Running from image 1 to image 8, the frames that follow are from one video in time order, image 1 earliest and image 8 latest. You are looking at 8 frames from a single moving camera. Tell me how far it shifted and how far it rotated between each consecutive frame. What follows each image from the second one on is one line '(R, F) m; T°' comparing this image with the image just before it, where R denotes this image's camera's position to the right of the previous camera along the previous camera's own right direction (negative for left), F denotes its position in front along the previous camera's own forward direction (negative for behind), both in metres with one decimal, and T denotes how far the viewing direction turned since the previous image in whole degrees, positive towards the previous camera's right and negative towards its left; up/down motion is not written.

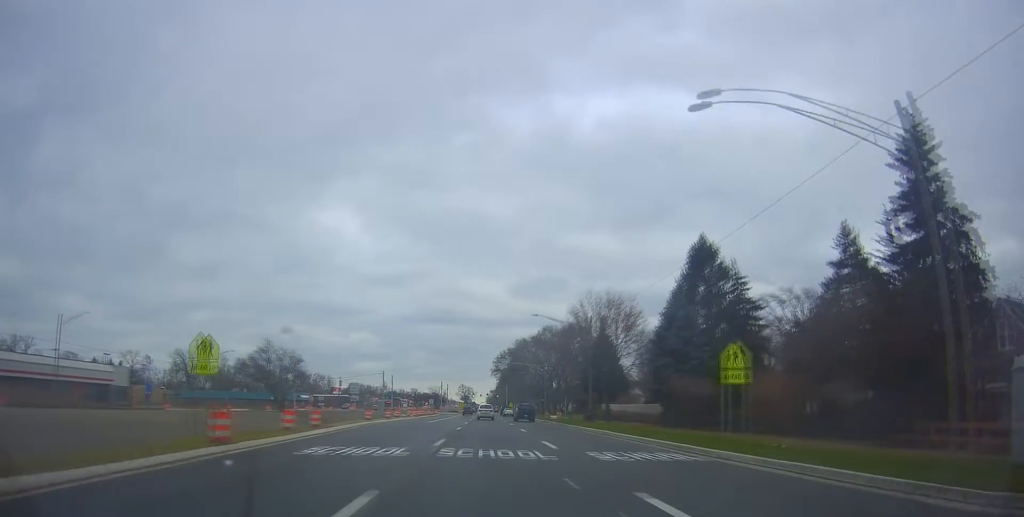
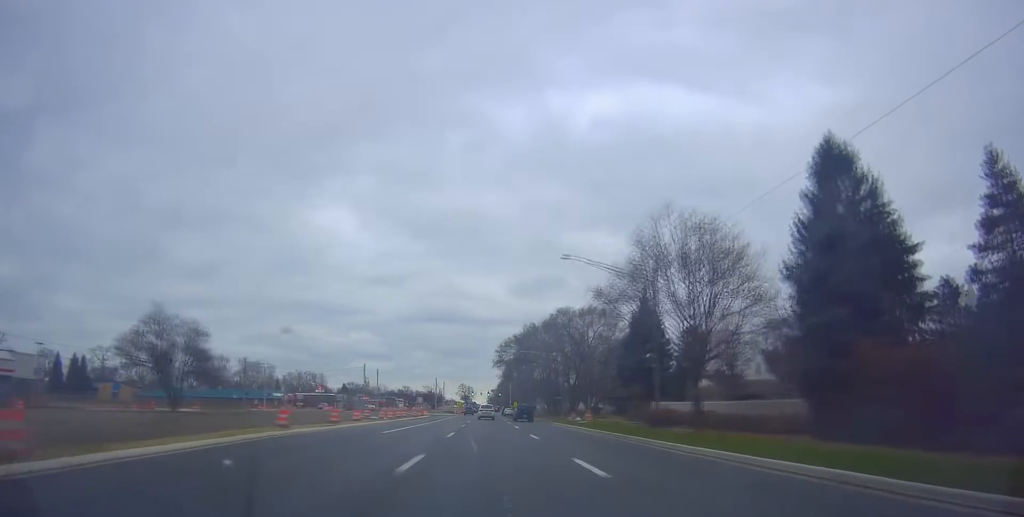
(+0.3, +22.9) m; +1°
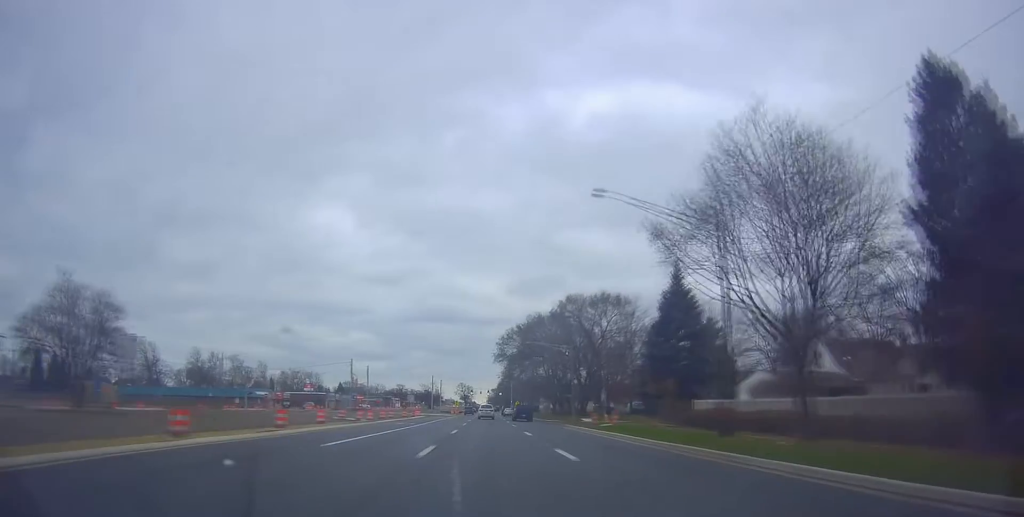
(-0.1, +11.1) m; 0°
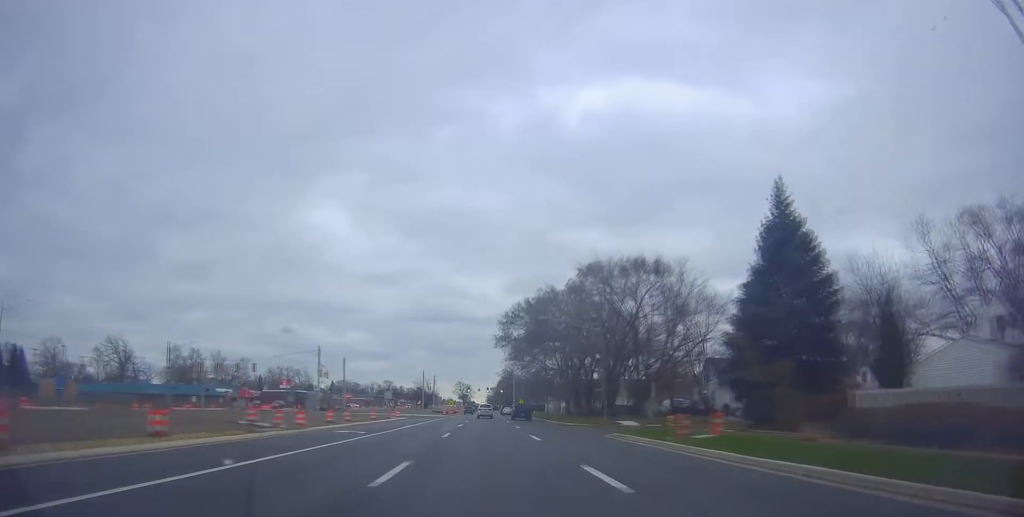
(+0.4, +20.3) m; +1°
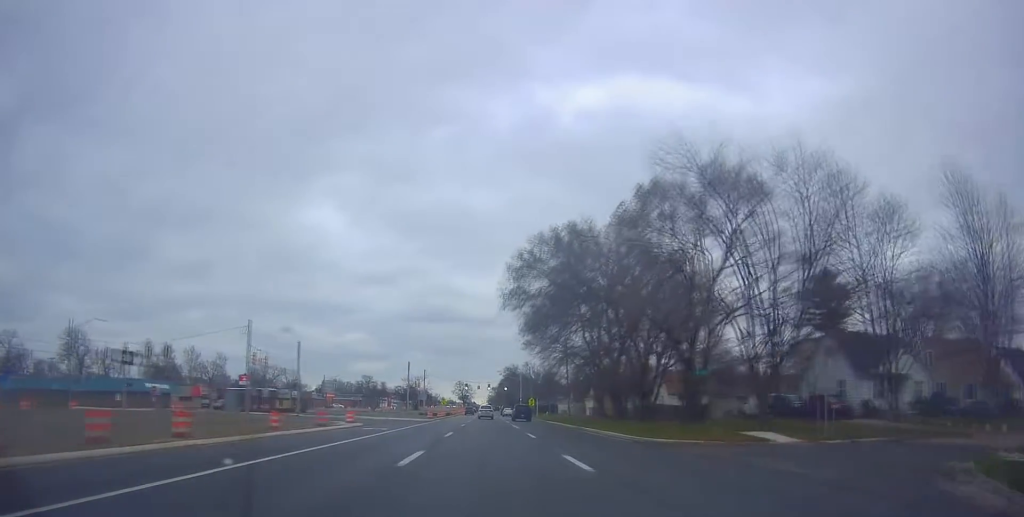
(-0.6, +26.7) m; -2°
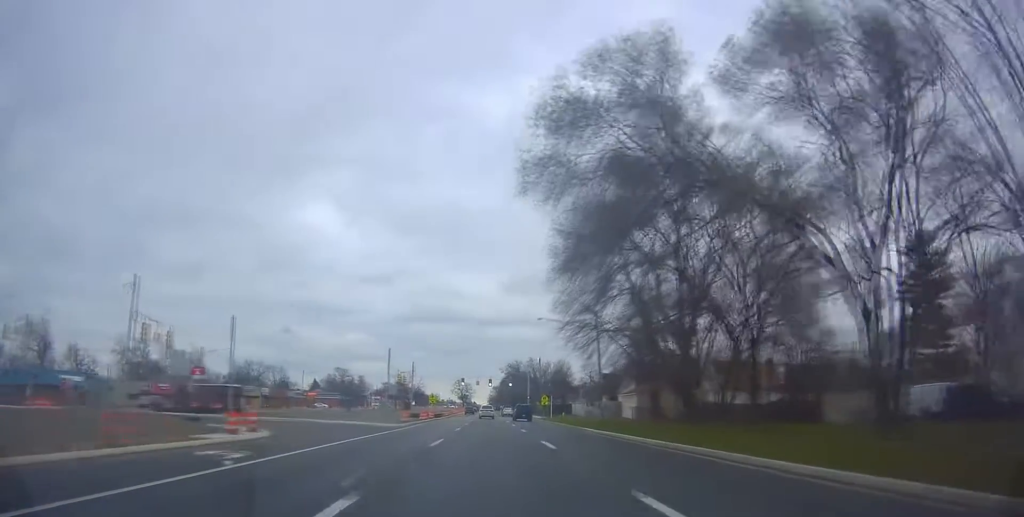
(+0.1, +22.5) m; 0°
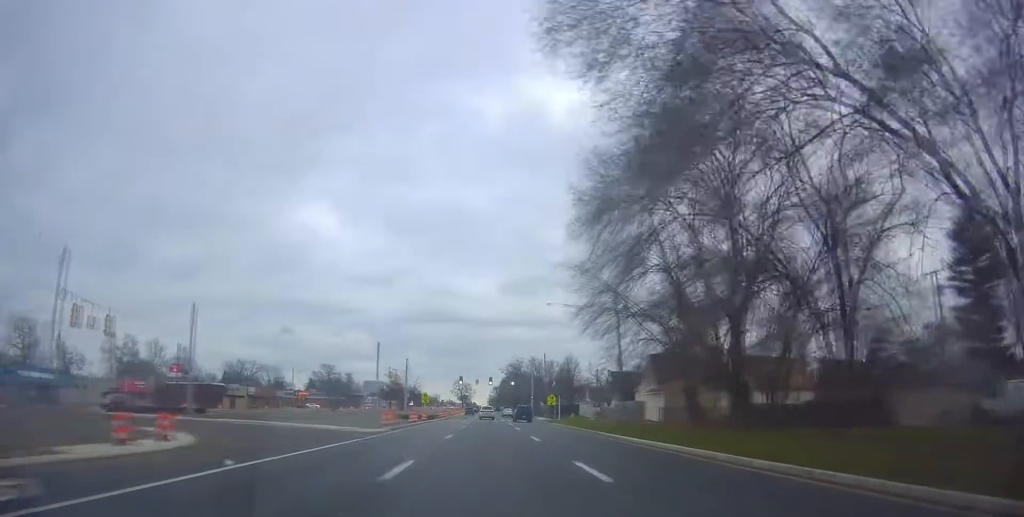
(+0.3, +8.9) m; 0°
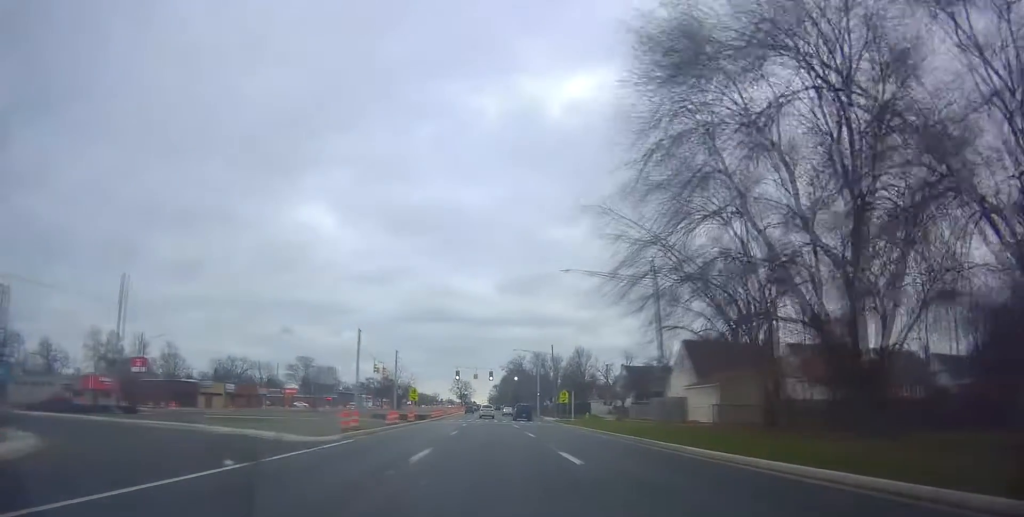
(-0.5, +11.5) m; 0°
